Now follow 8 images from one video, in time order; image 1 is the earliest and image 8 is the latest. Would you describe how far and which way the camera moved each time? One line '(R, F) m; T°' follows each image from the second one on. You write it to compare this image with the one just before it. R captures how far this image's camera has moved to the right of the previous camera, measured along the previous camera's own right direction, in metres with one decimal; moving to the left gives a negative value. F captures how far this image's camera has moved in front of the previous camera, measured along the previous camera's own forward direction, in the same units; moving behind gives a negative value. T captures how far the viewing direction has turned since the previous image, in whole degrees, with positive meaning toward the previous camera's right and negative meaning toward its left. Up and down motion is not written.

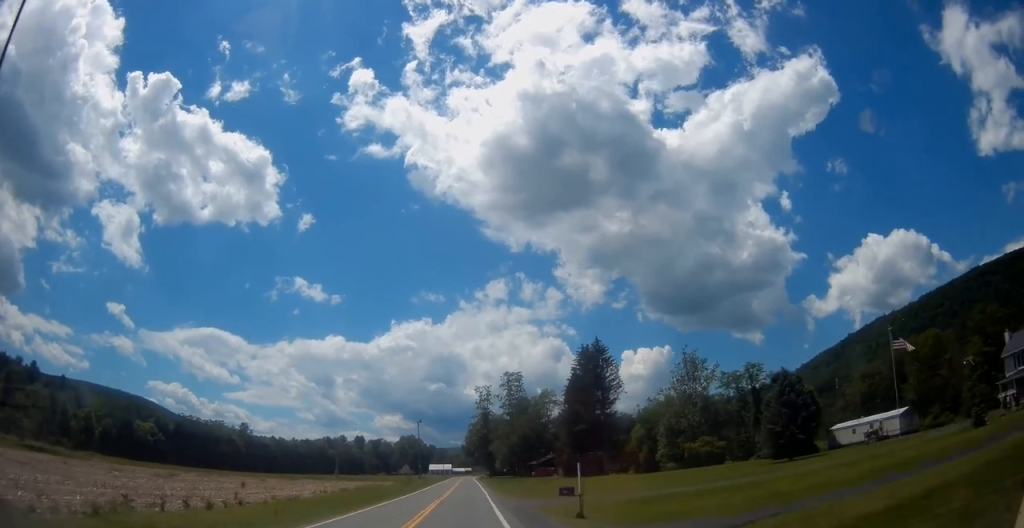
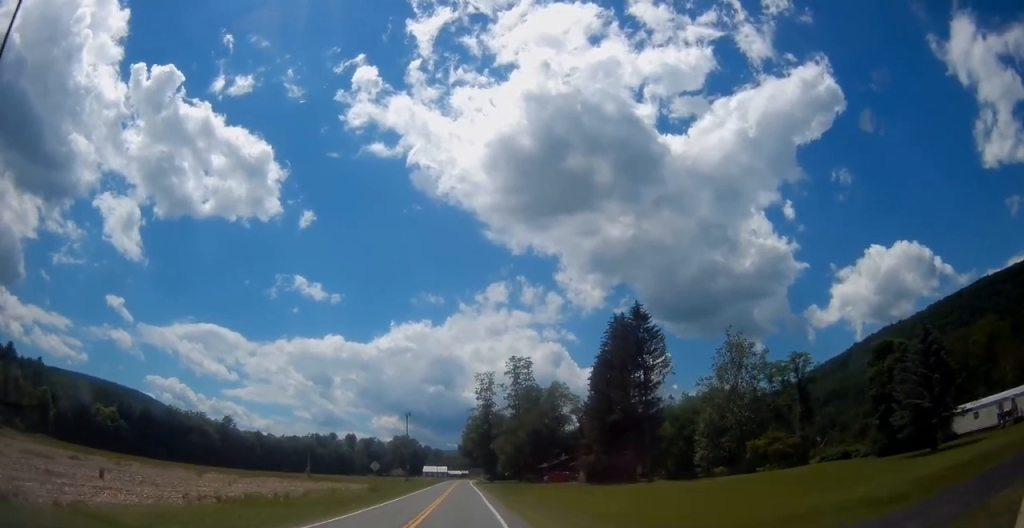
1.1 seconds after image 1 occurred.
(-0.1, +24.6) m; -1°
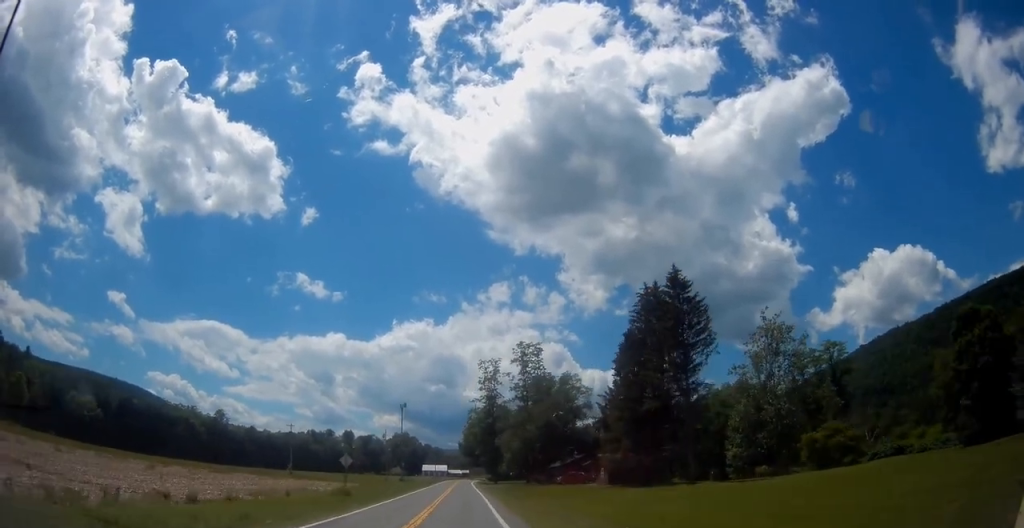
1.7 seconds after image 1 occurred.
(-0.3, +14.0) m; 0°
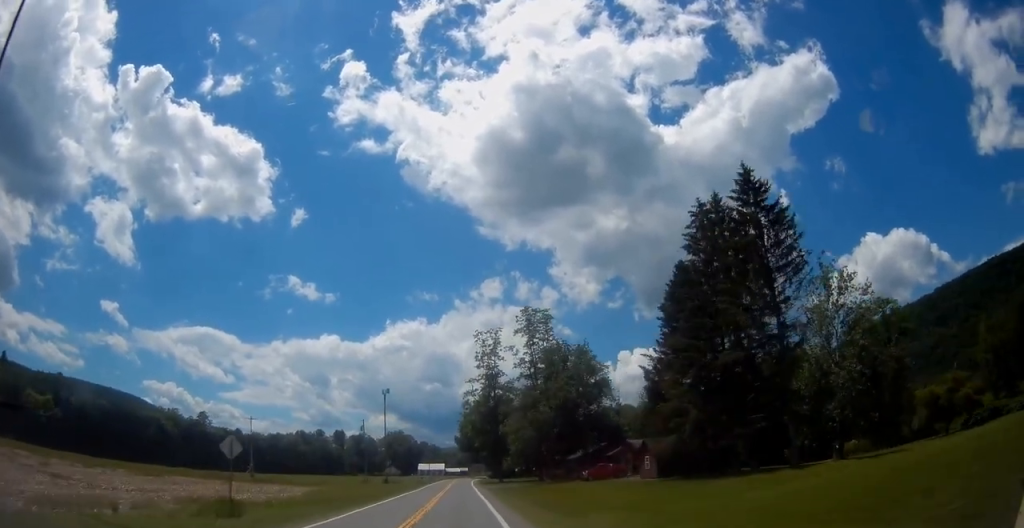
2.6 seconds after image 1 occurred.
(+0.3, +21.1) m; +1°
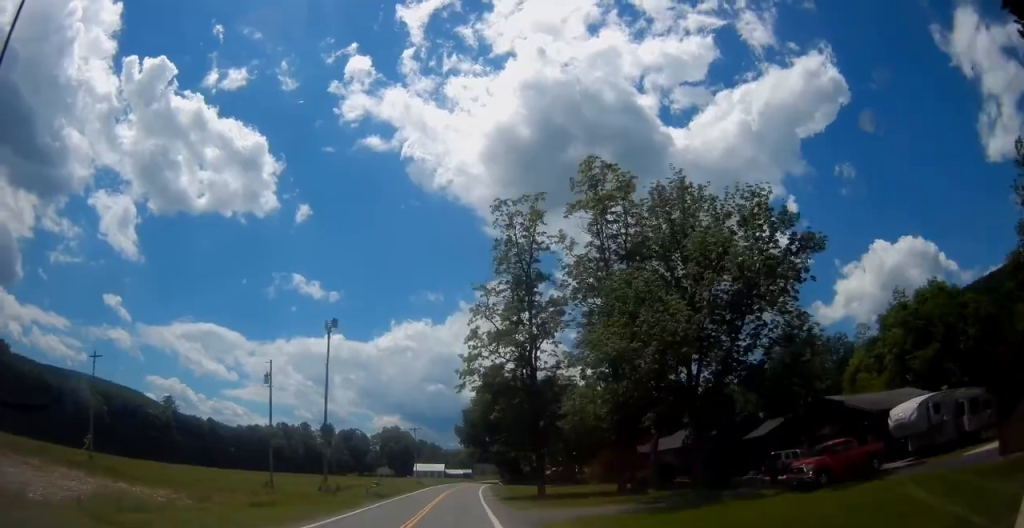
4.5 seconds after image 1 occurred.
(-0.5, +46.2) m; -1°
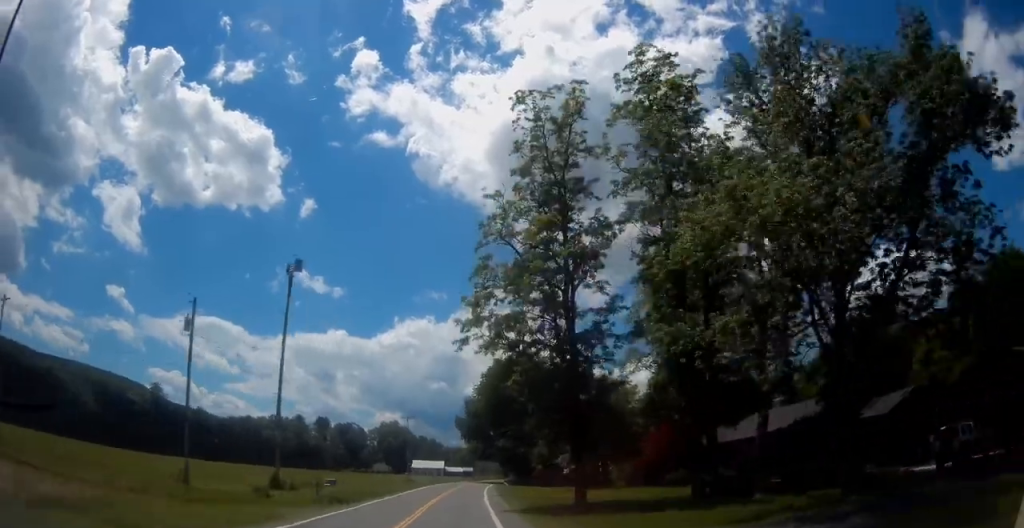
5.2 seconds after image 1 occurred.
(0.0, +14.9) m; 0°
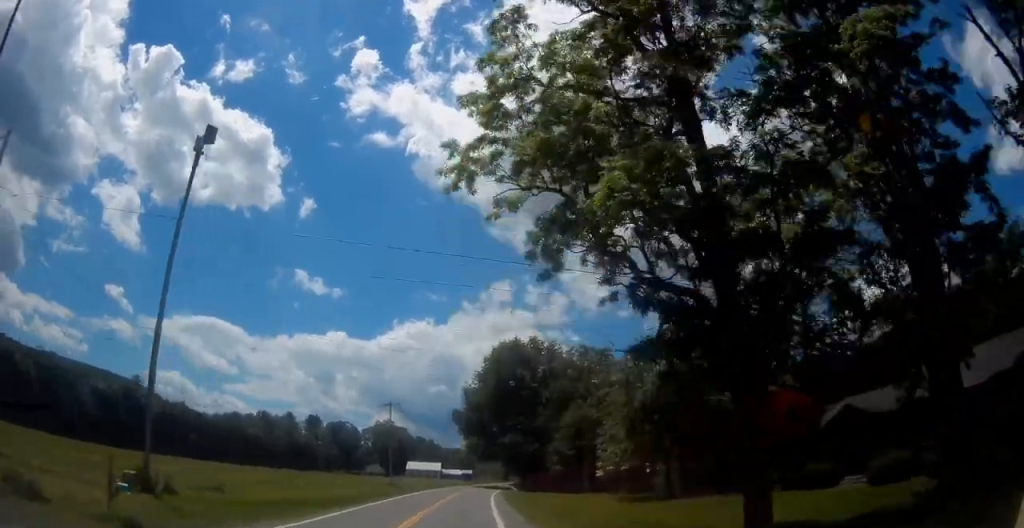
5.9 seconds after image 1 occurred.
(+0.1, +18.0) m; 0°
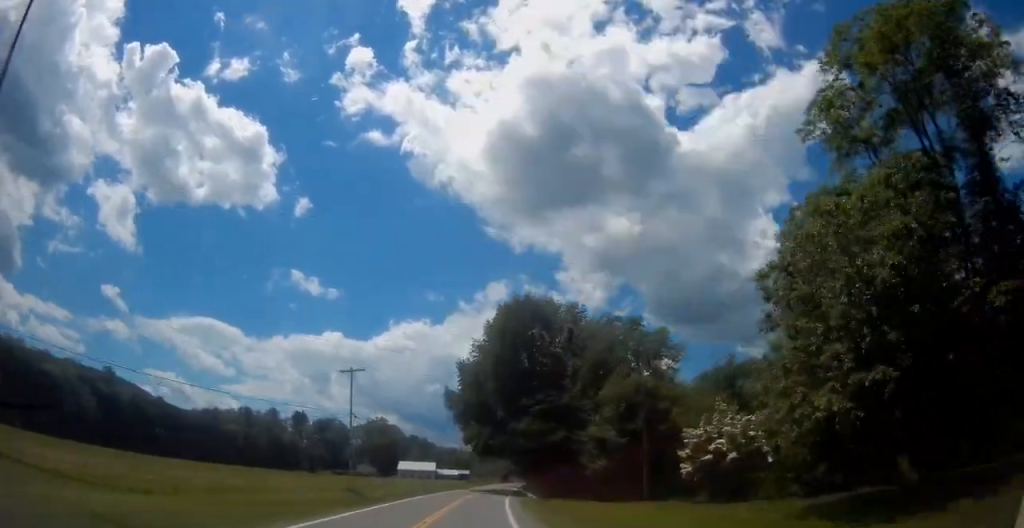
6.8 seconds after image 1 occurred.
(0.0, +21.3) m; +1°
